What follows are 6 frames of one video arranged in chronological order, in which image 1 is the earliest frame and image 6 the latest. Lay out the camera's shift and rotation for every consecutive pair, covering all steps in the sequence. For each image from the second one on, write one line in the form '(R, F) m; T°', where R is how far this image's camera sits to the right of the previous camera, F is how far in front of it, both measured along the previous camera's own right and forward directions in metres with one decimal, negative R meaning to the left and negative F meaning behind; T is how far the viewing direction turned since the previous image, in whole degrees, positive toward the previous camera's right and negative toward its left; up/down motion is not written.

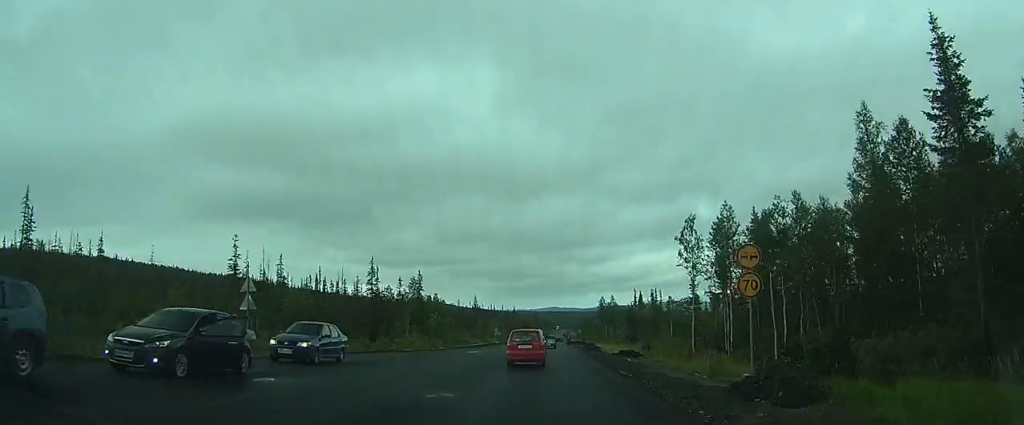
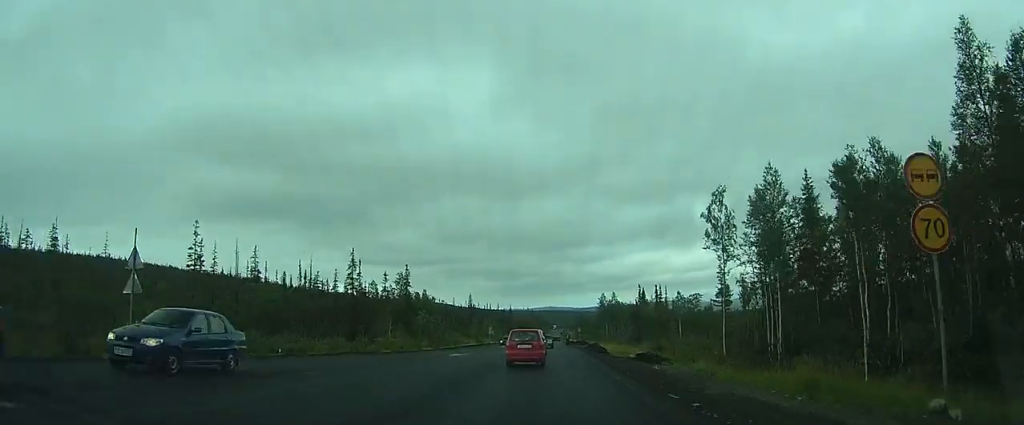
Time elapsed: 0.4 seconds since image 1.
(0.0, +8.4) m; 0°
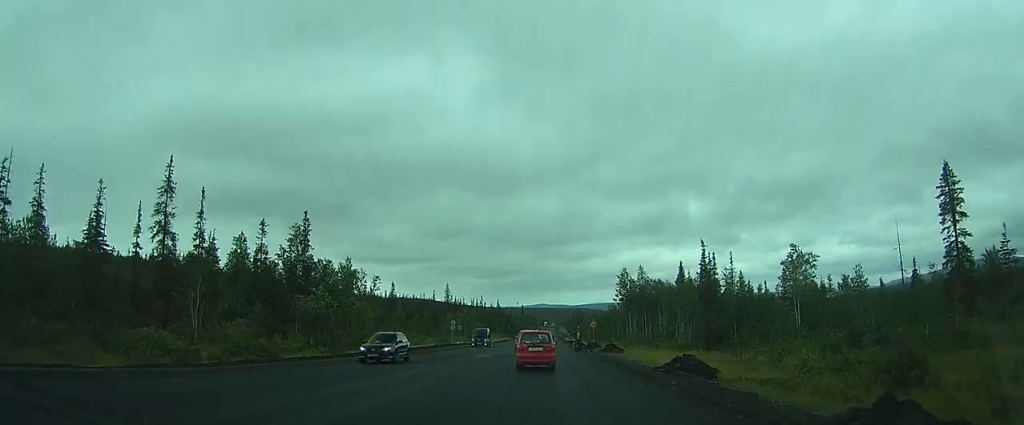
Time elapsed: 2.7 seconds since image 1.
(-1.0, +43.8) m; -2°
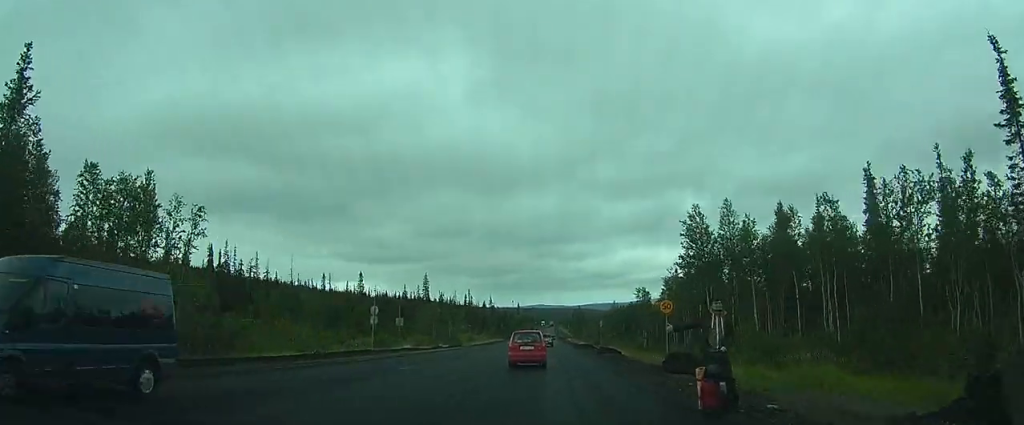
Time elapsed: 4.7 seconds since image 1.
(+1.2, +39.6) m; +3°
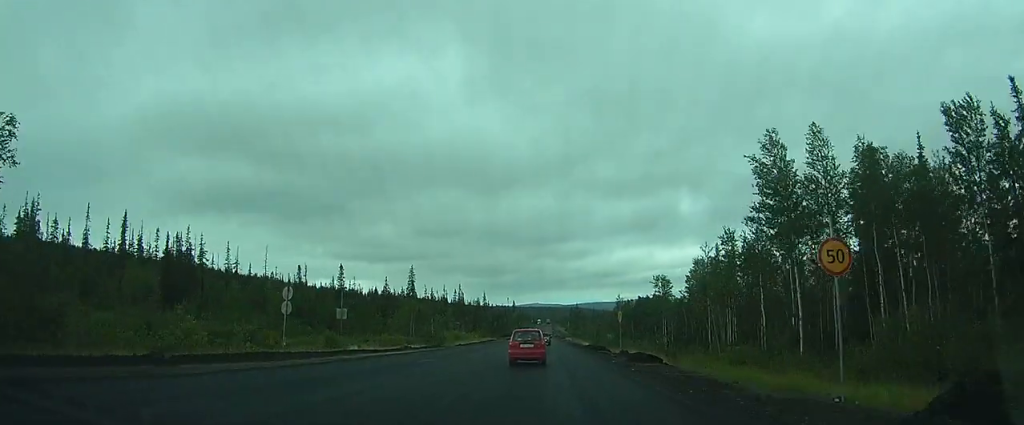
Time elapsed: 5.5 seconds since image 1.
(0.0, +15.7) m; +1°
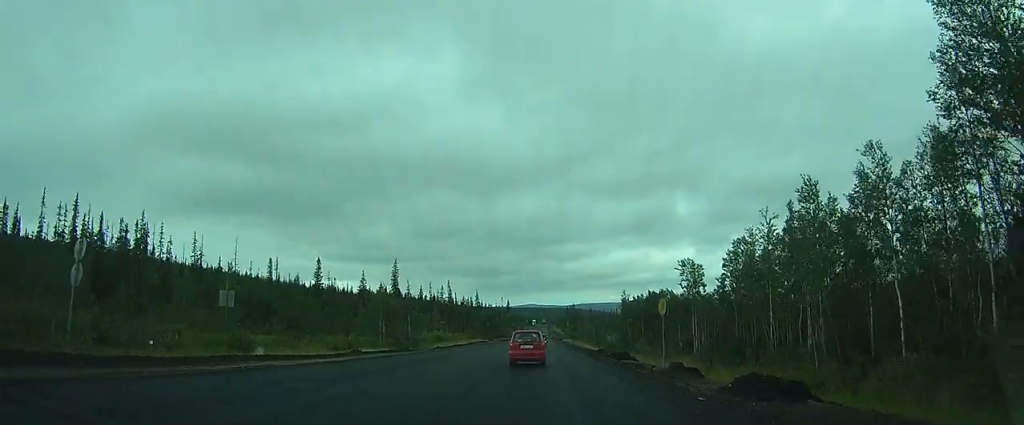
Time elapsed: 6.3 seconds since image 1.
(+0.1, +15.2) m; +1°
